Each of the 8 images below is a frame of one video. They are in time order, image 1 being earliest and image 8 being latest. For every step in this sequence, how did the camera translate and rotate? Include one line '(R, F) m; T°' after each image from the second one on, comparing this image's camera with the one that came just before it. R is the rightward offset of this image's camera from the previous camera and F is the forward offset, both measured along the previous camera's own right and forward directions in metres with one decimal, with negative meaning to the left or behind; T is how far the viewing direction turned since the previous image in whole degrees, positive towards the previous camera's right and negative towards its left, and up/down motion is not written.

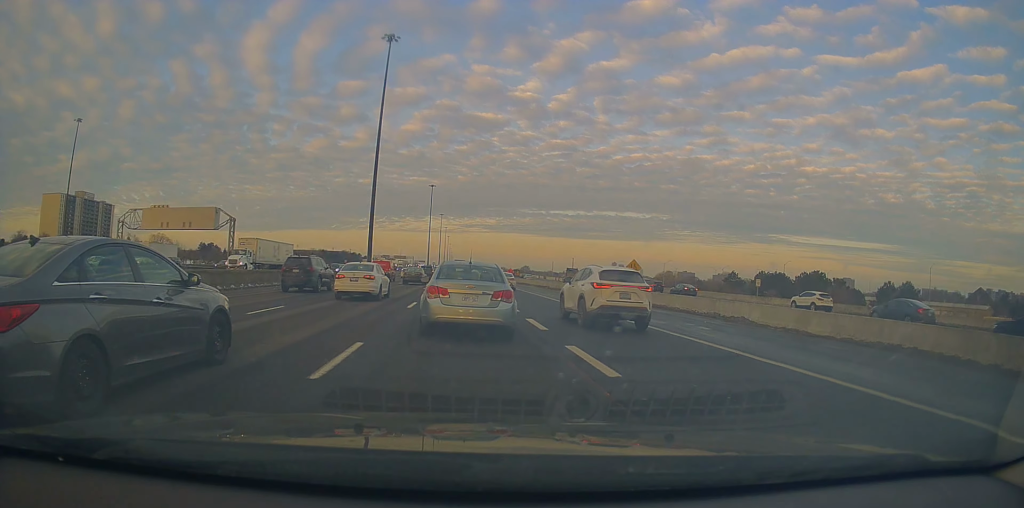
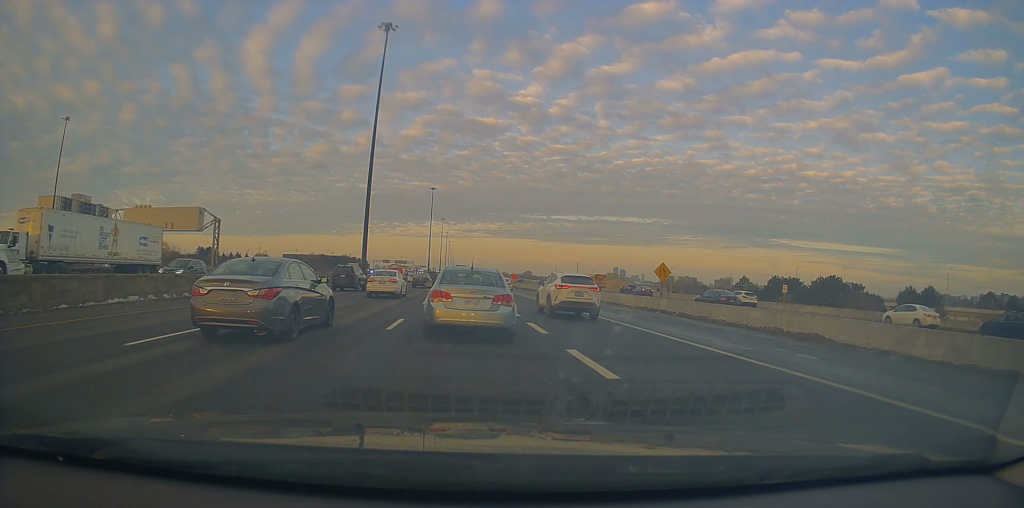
(-0.5, +5.9) m; -1°
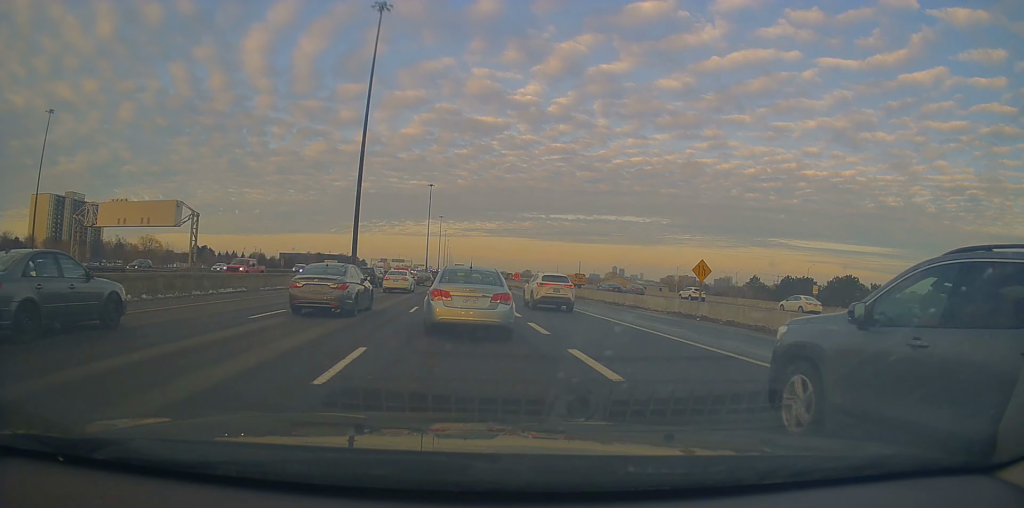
(+0.5, +5.7) m; +5°
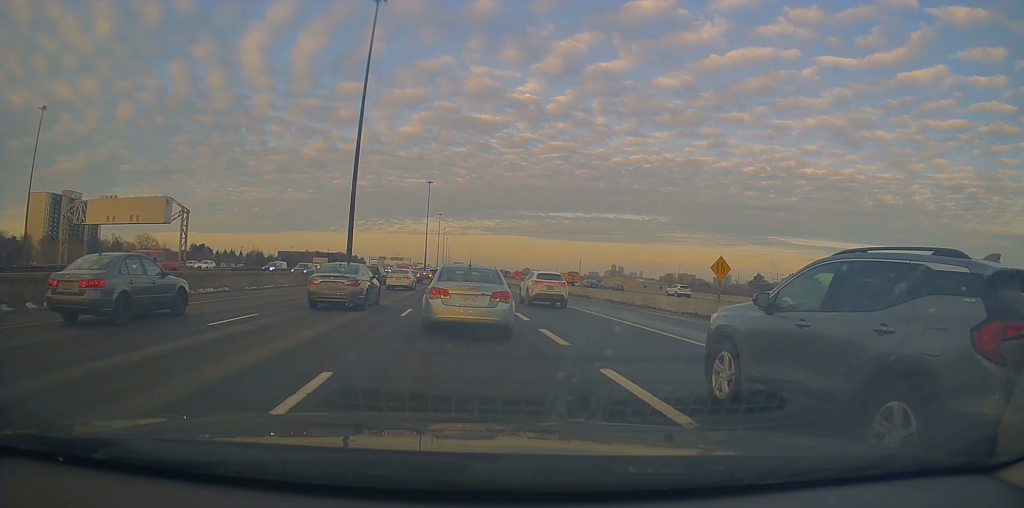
(+0.1, +2.2) m; -1°
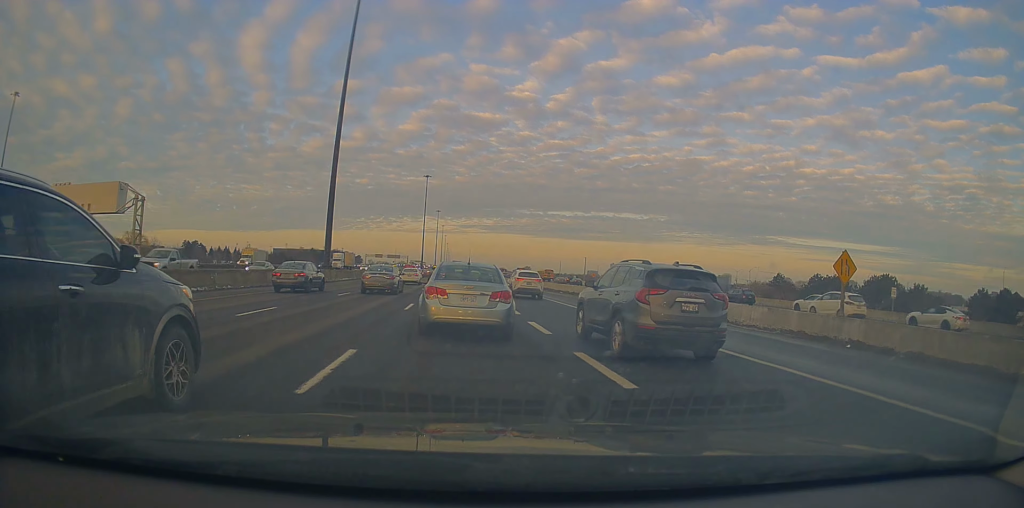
(-0.8, +10.6) m; -4°
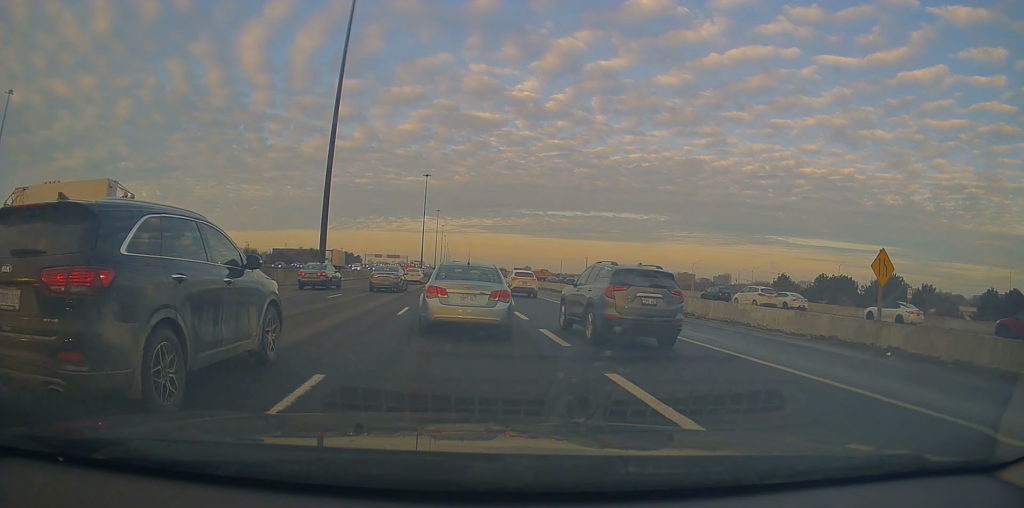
(-0.1, +2.5) m; +2°
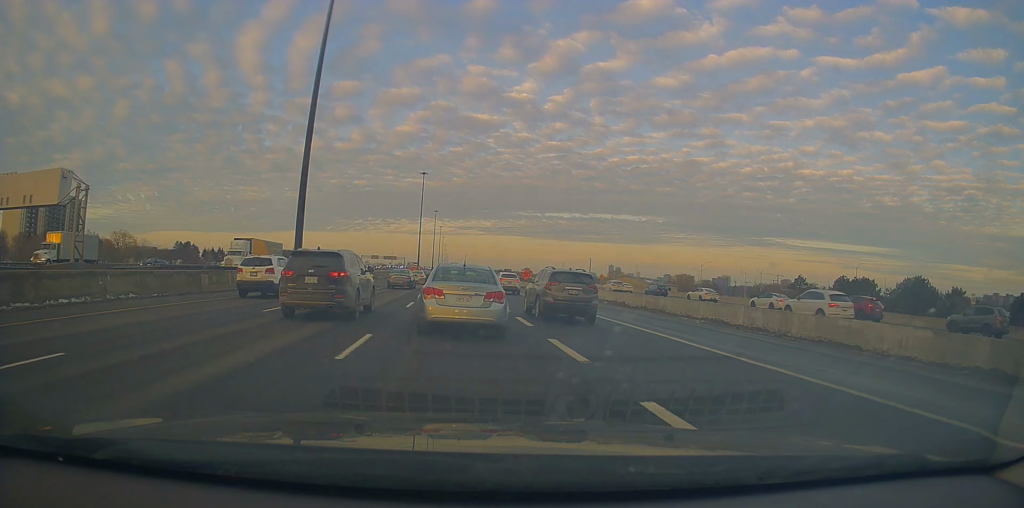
(+0.6, +7.8) m; +3°
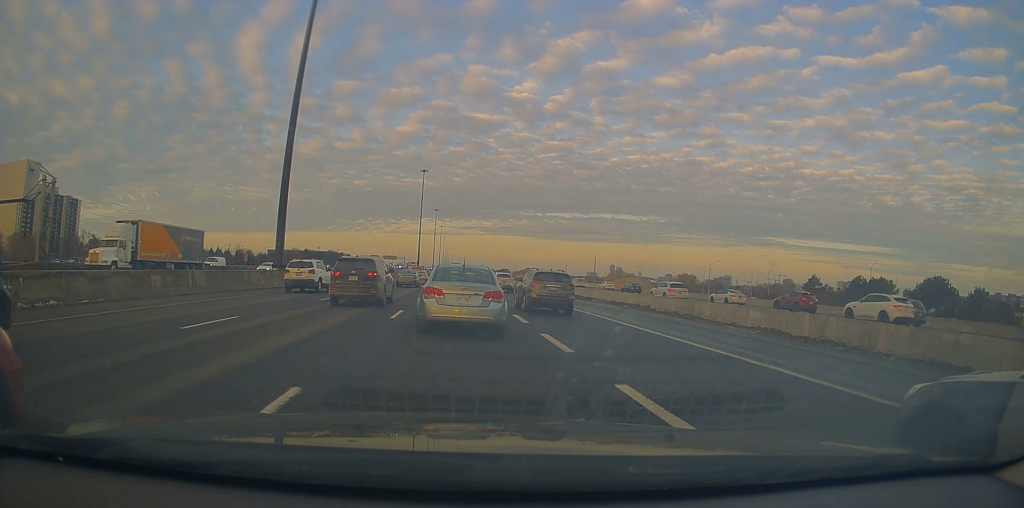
(-0.1, +4.8) m; -2°
